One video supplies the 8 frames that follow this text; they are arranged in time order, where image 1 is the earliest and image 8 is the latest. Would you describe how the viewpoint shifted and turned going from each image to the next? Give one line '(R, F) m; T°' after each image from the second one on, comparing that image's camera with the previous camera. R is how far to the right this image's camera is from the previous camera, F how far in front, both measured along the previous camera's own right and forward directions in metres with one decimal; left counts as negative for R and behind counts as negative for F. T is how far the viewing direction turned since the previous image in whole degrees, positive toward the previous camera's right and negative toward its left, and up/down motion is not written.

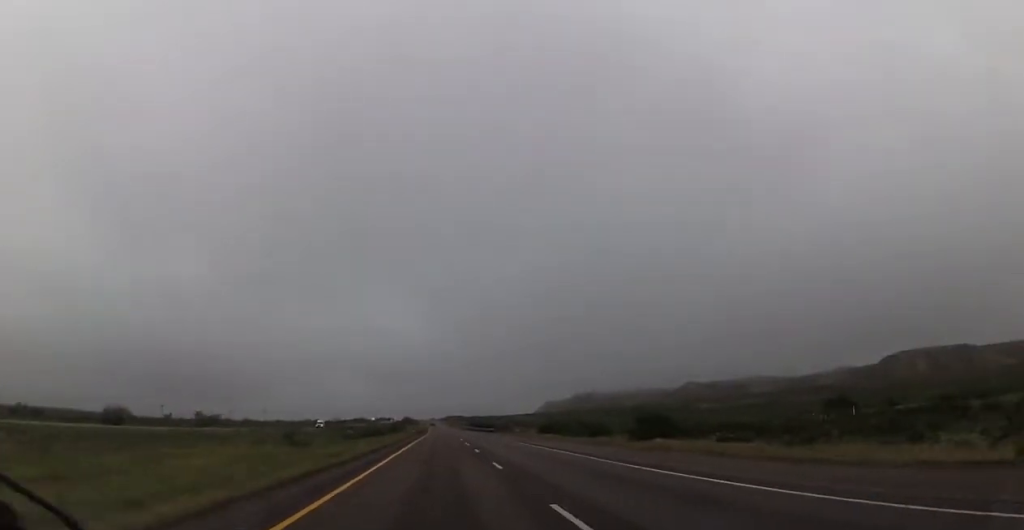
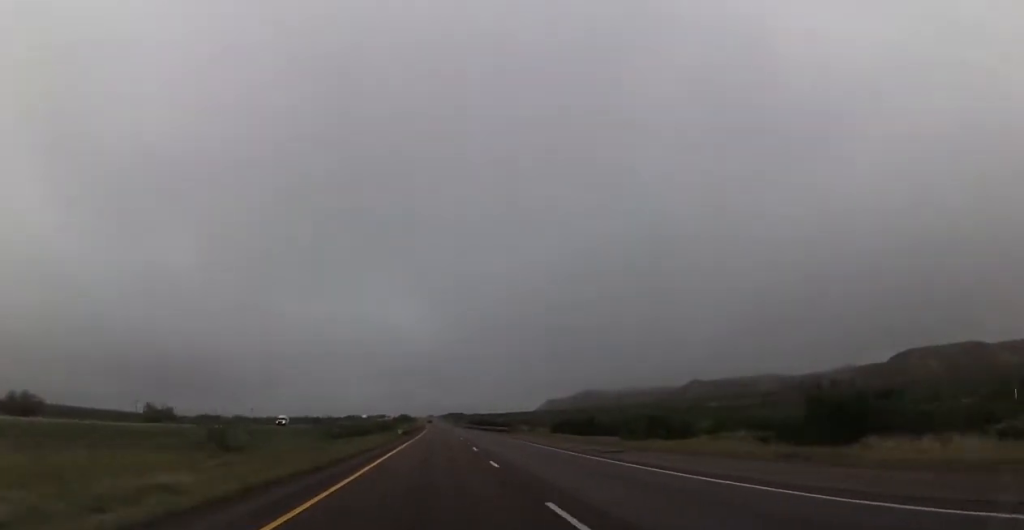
(0.0, +24.2) m; 0°
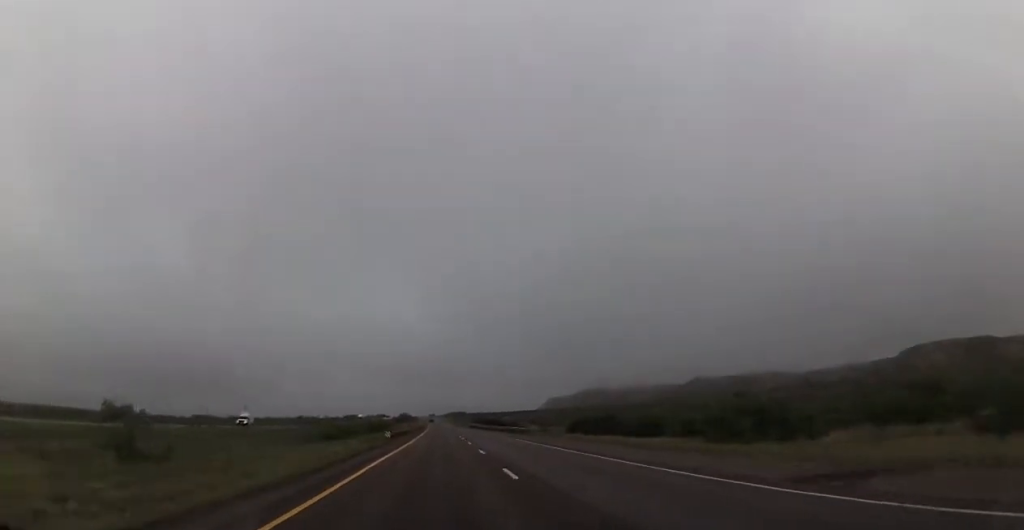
(0.0, +16.5) m; 0°
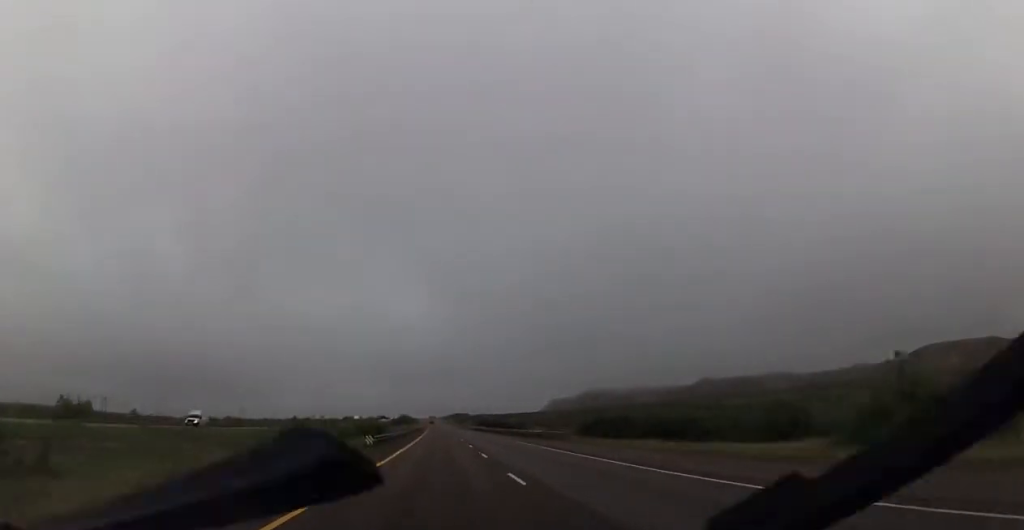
(+0.1, +13.2) m; 0°
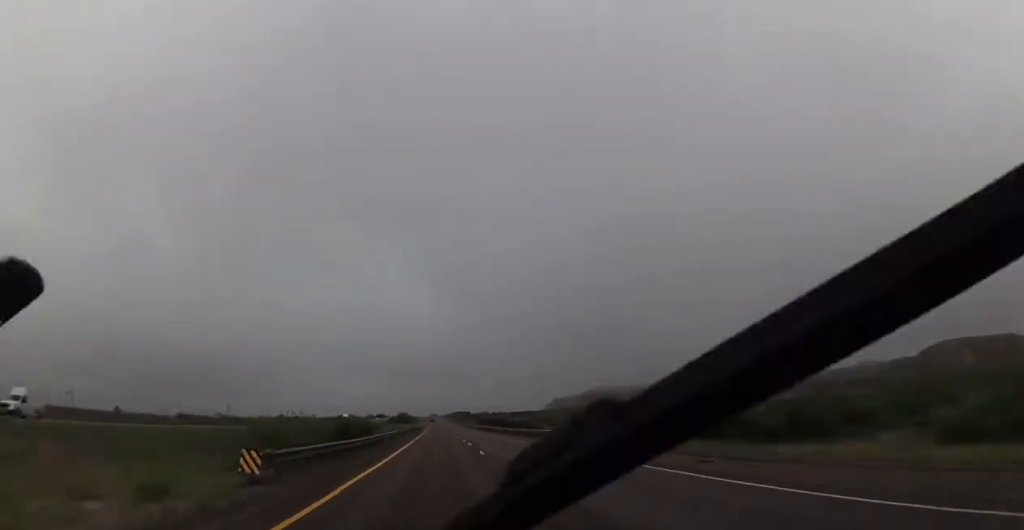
(-0.3, +23.0) m; 0°
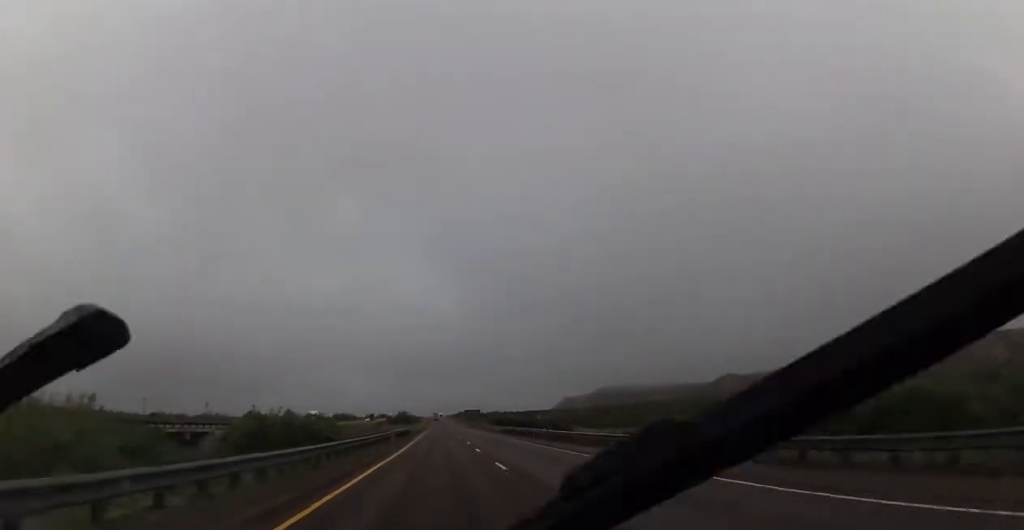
(+0.3, +45.1) m; 0°
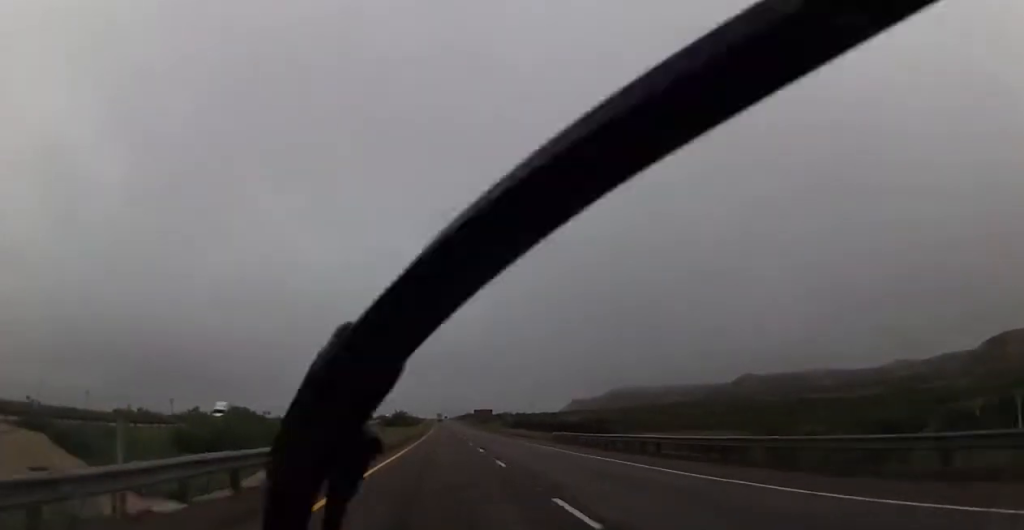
(-0.3, +47.3) m; 0°
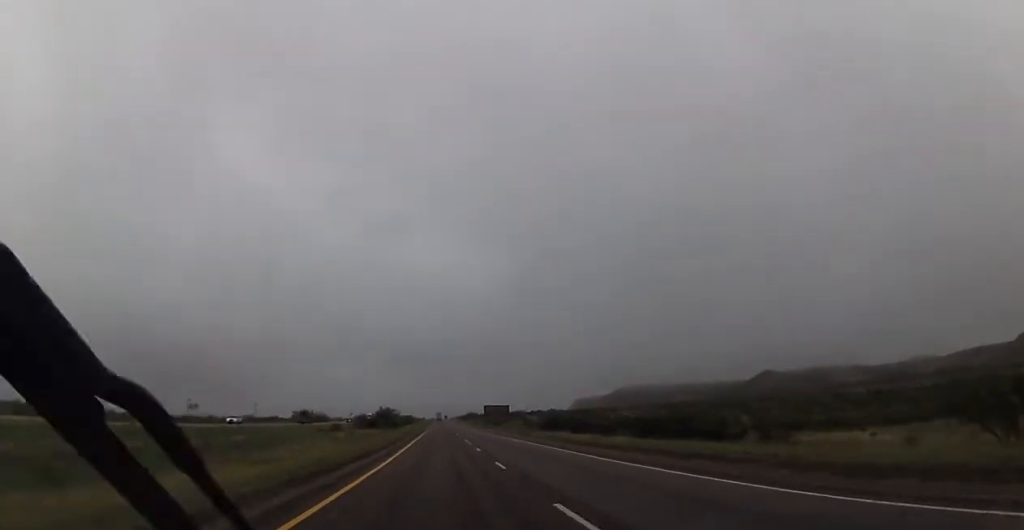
(-0.4, +61.4) m; -1°
